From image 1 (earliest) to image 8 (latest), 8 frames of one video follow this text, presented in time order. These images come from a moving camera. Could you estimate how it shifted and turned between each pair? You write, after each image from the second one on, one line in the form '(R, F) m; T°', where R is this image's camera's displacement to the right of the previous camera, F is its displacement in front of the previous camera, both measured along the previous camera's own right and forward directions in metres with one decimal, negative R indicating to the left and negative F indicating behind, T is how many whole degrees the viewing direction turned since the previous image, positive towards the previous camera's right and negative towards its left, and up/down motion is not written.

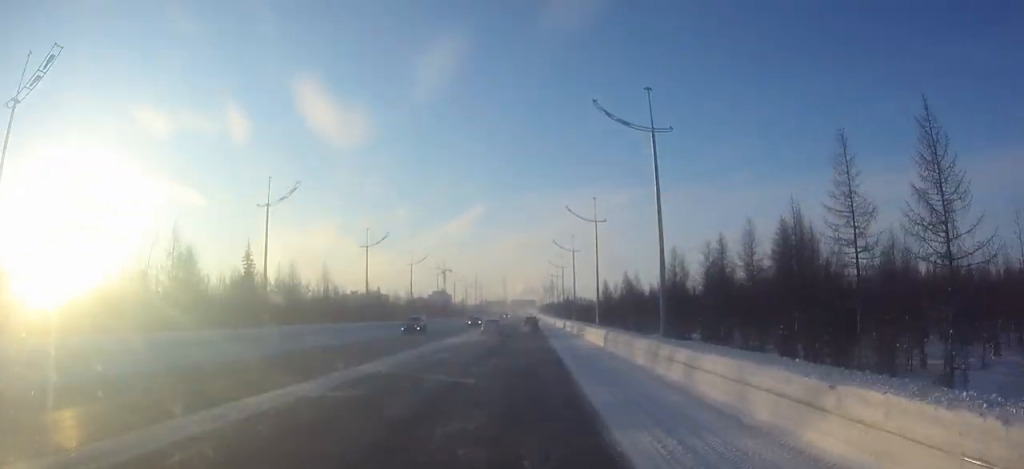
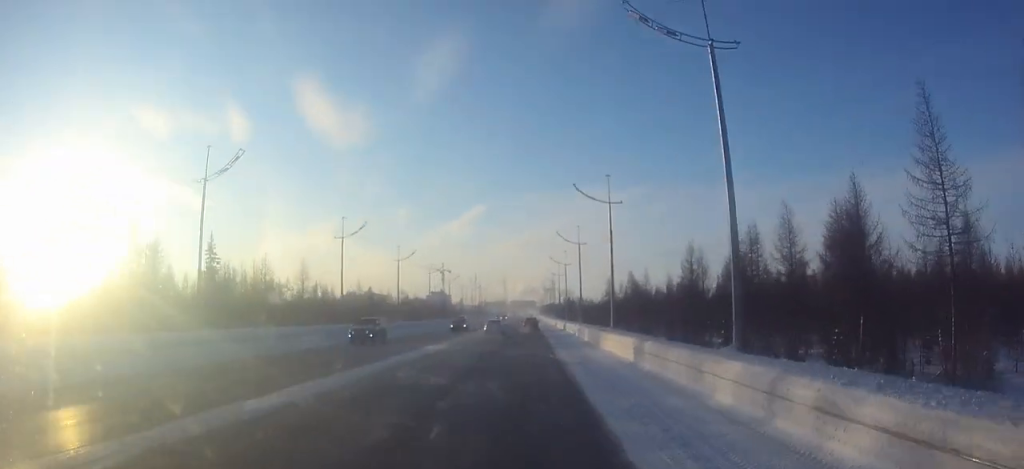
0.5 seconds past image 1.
(0.0, +8.8) m; 0°
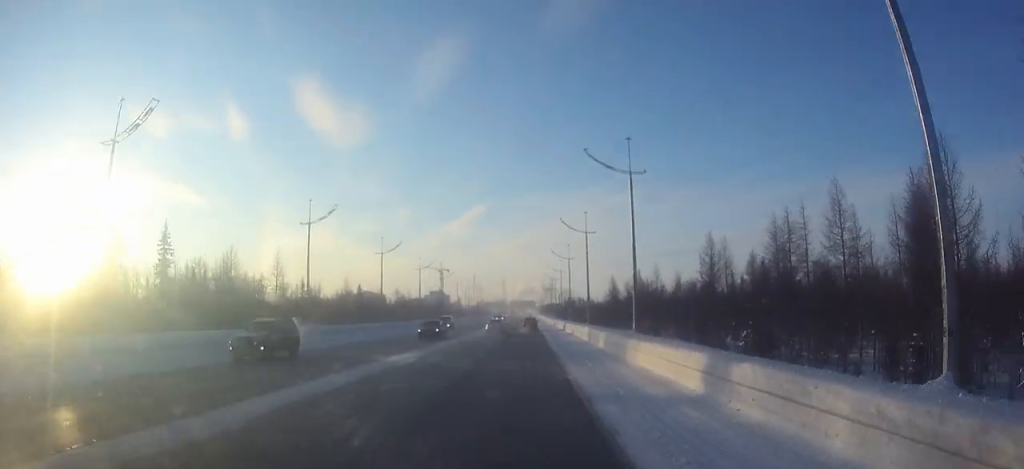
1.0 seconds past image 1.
(0.0, +8.8) m; 0°
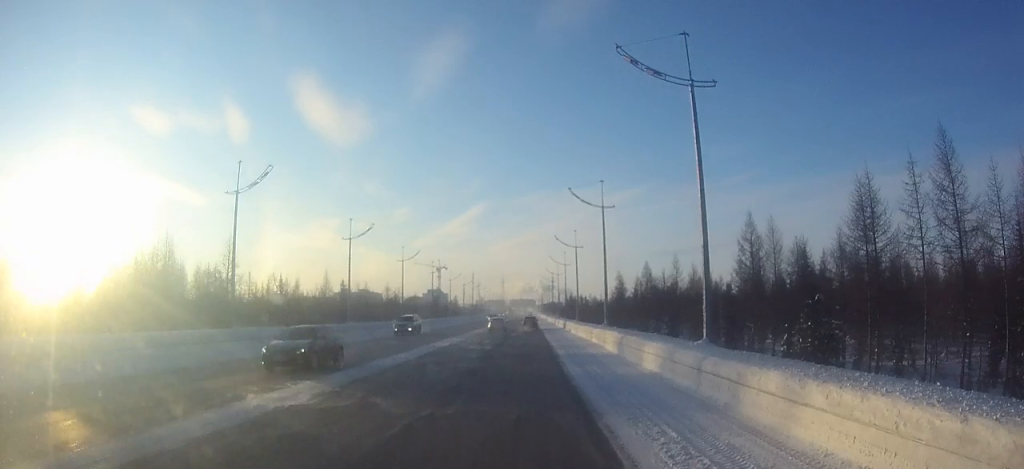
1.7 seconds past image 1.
(0.0, +12.9) m; 0°
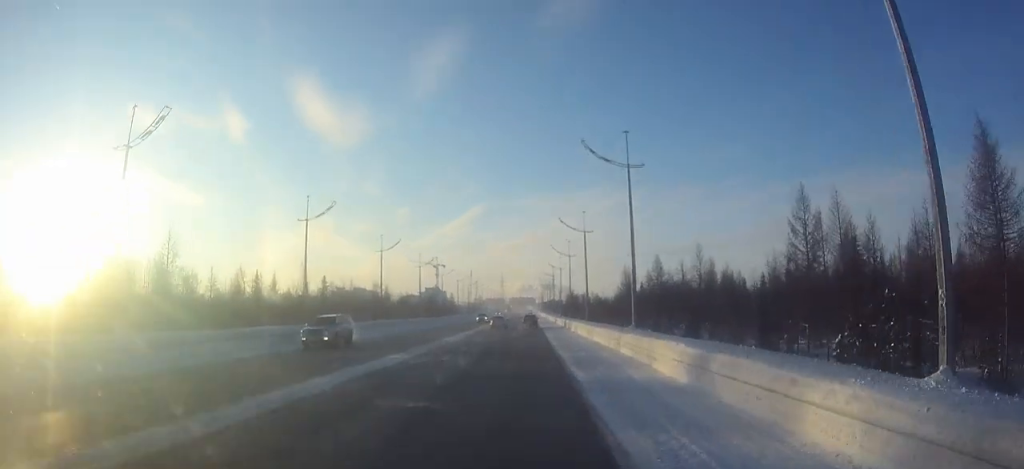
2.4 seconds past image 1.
(0.0, +11.7) m; 0°
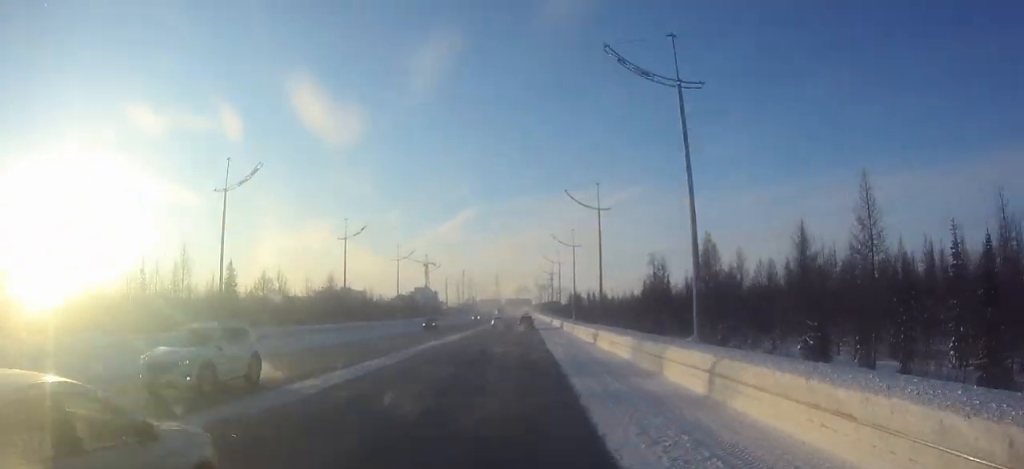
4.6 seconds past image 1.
(+0.1, +38.1) m; 0°
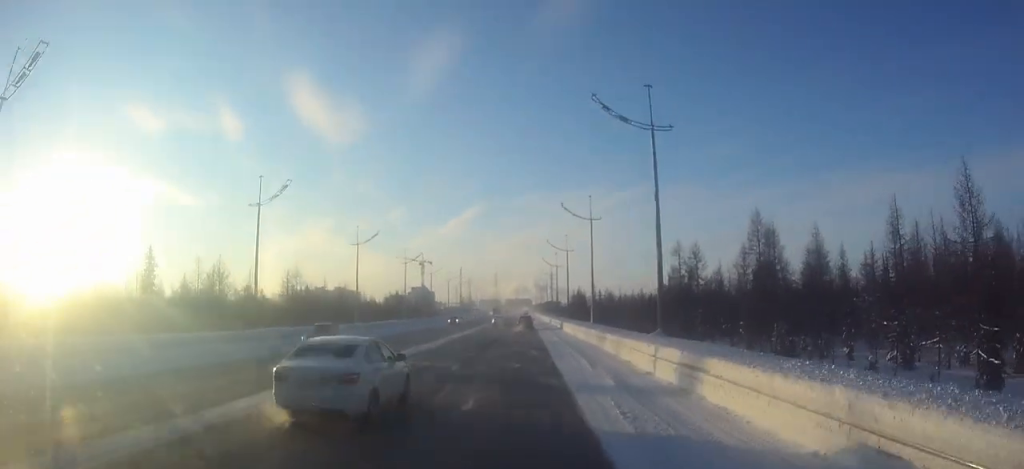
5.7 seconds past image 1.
(0.0, +19.8) m; 0°
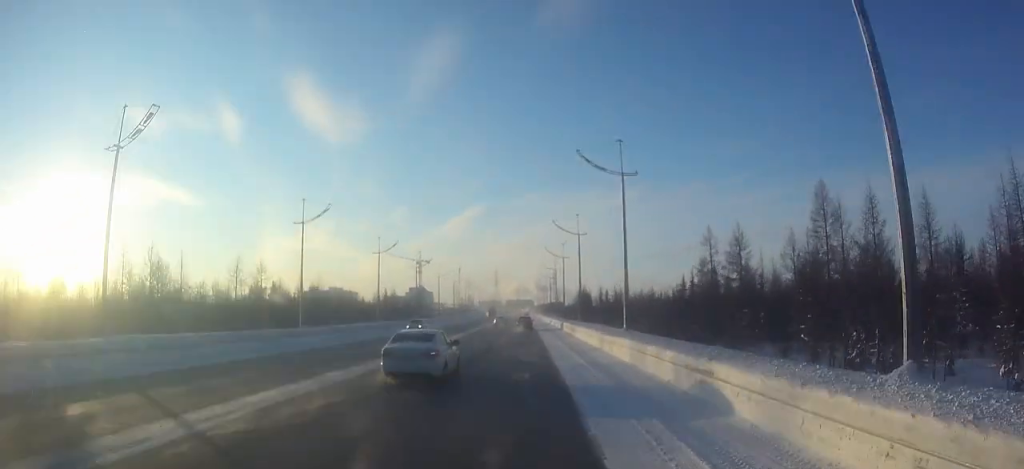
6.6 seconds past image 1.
(-0.1, +16.3) m; 0°
